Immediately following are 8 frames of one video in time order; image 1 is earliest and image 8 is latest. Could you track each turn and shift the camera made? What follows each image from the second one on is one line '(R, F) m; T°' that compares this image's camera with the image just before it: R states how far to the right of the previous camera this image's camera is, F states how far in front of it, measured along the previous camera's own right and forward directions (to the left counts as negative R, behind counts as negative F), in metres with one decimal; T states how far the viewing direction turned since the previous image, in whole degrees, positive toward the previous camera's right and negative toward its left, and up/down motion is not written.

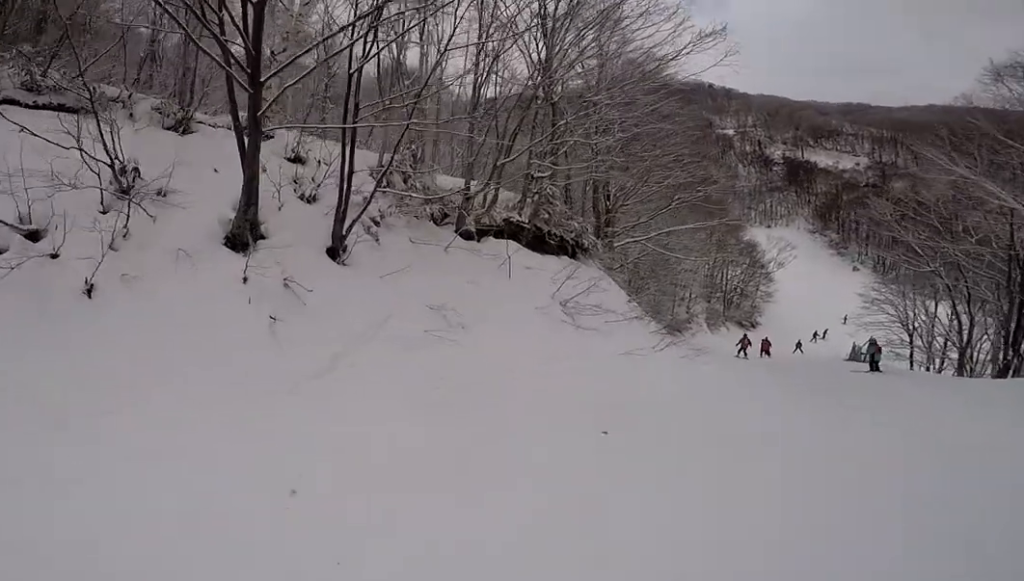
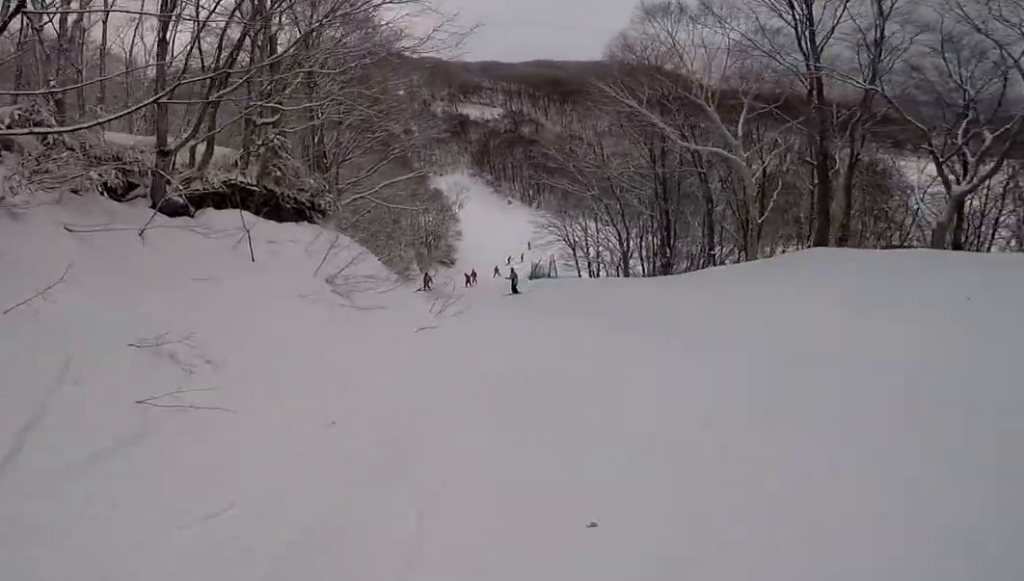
(+0.9, +3.5) m; +14°
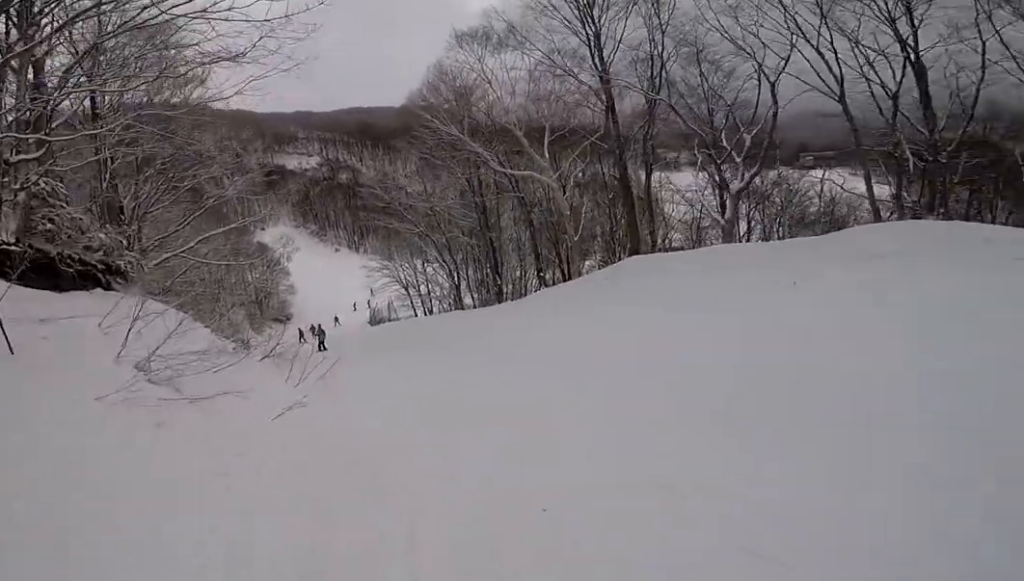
(-0.4, +2.4) m; +5°
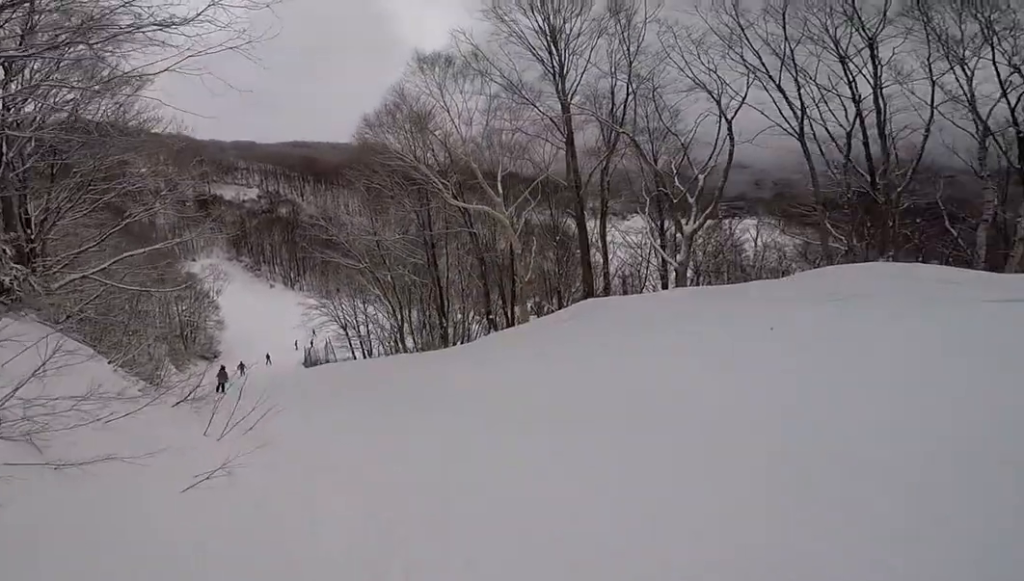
(+0.2, +1.9) m; +9°
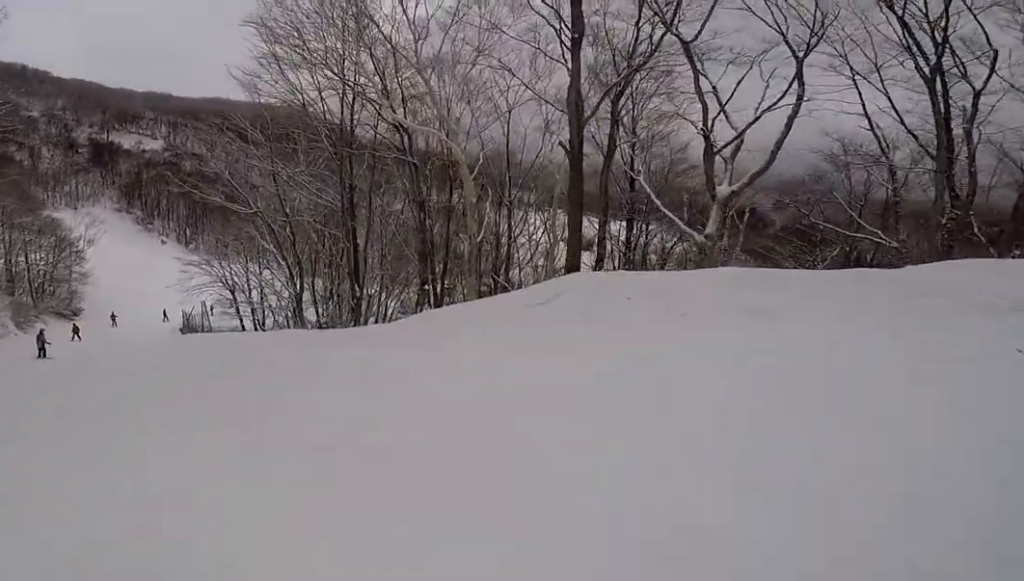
(+2.5, +6.0) m; +13°
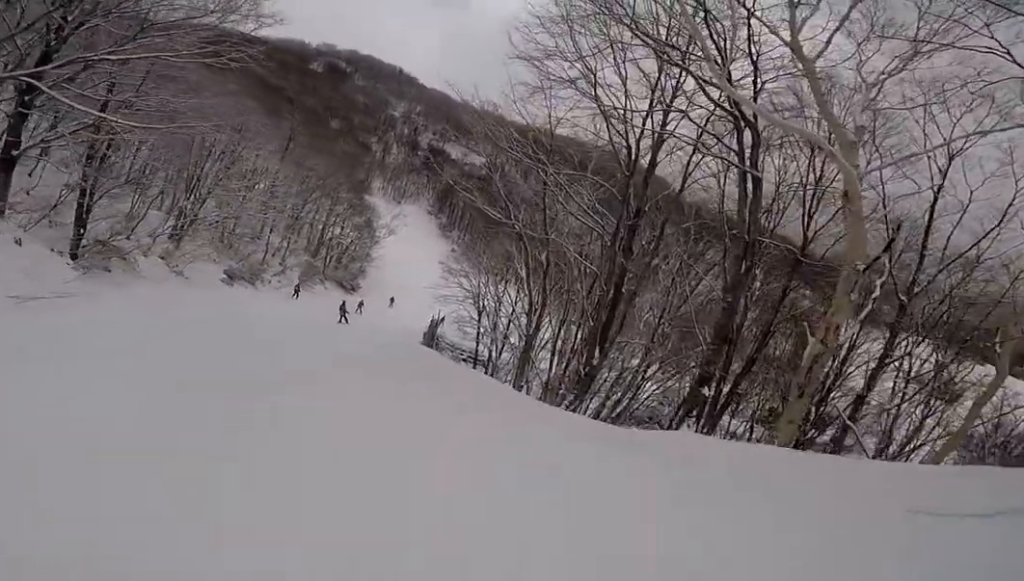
(-1.1, +3.3) m; -35°
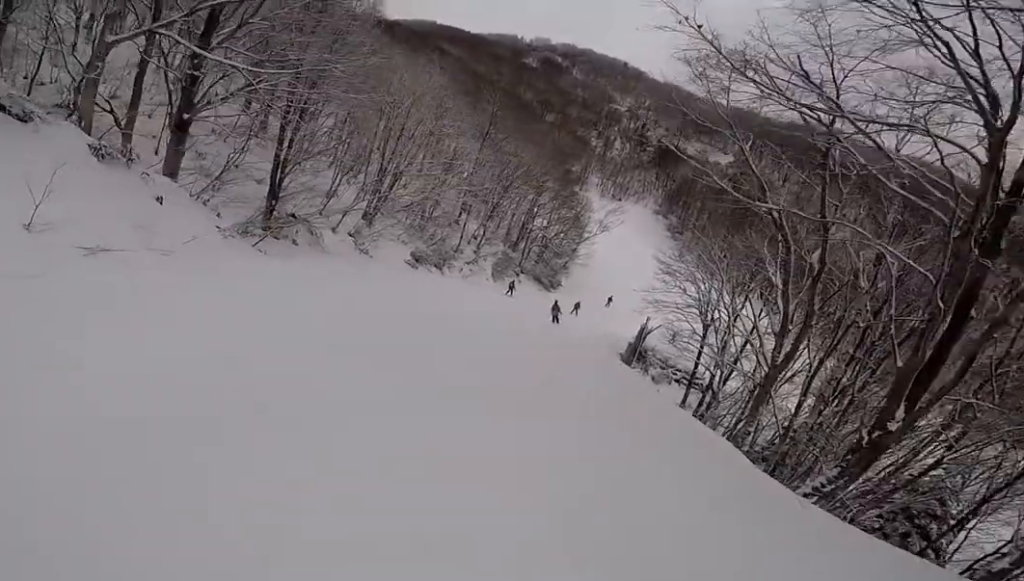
(-0.9, +2.9) m; -22°
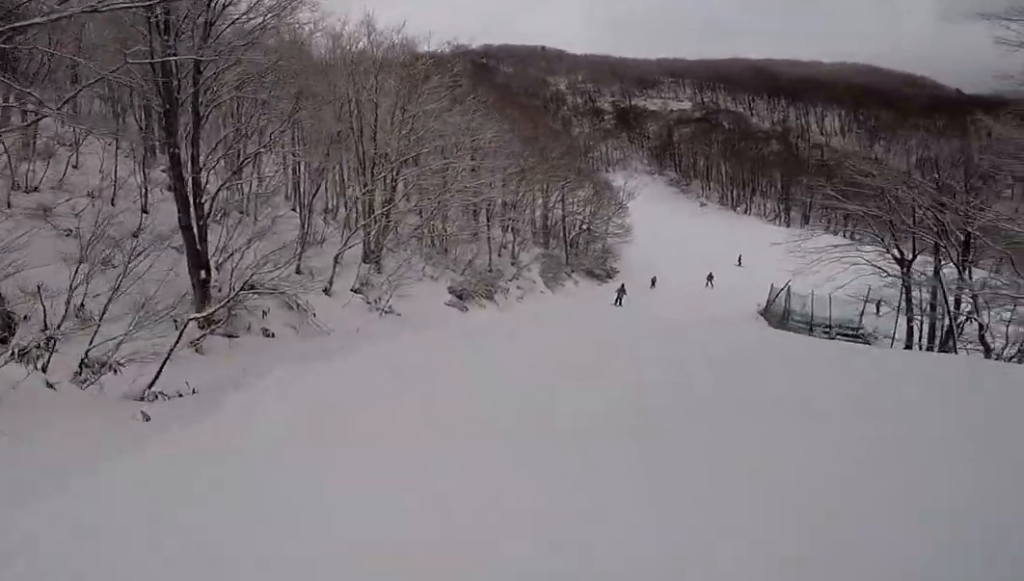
(-1.9, +10.7) m; +9°
